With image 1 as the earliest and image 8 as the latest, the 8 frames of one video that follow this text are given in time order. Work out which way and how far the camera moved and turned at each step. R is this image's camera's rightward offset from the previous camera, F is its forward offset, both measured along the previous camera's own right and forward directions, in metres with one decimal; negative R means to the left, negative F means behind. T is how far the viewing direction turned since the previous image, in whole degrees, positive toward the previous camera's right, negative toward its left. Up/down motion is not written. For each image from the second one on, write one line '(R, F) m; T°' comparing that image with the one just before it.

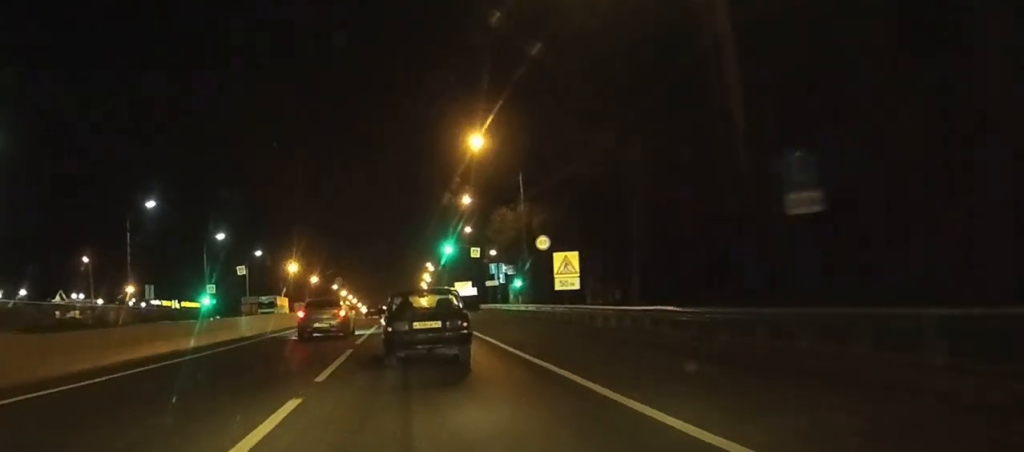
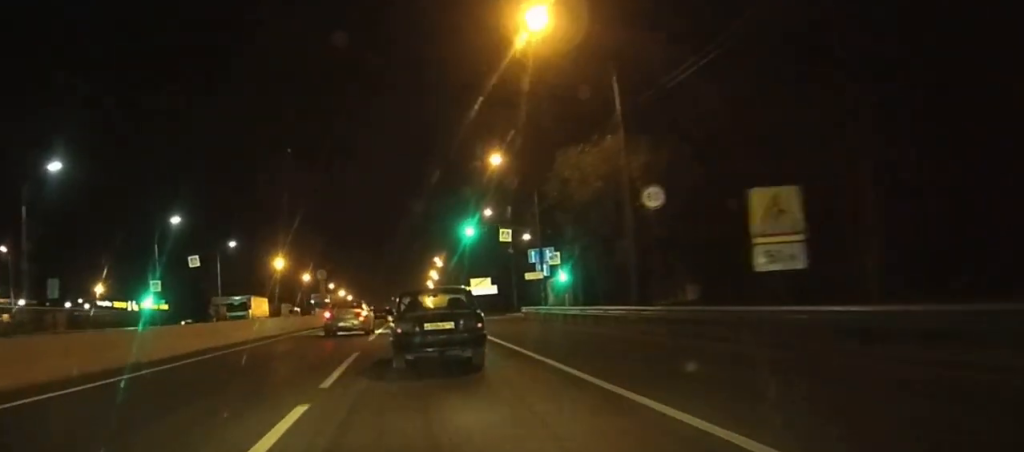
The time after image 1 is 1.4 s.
(0.0, +24.8) m; 0°
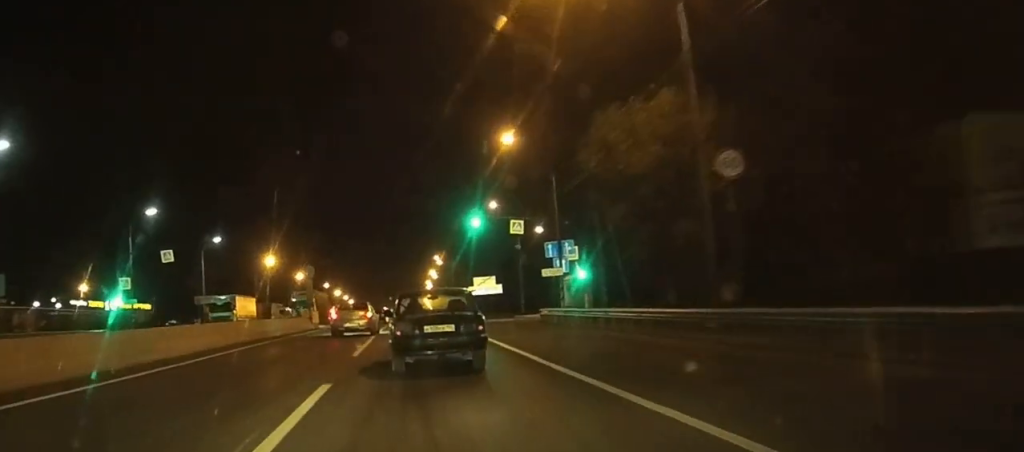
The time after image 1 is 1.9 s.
(0.0, +8.2) m; 0°
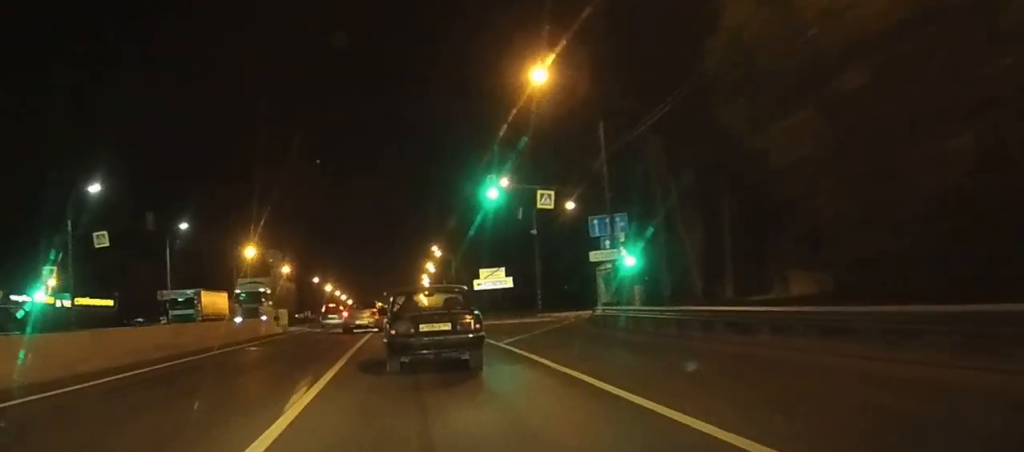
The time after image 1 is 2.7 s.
(0.0, +14.4) m; 0°
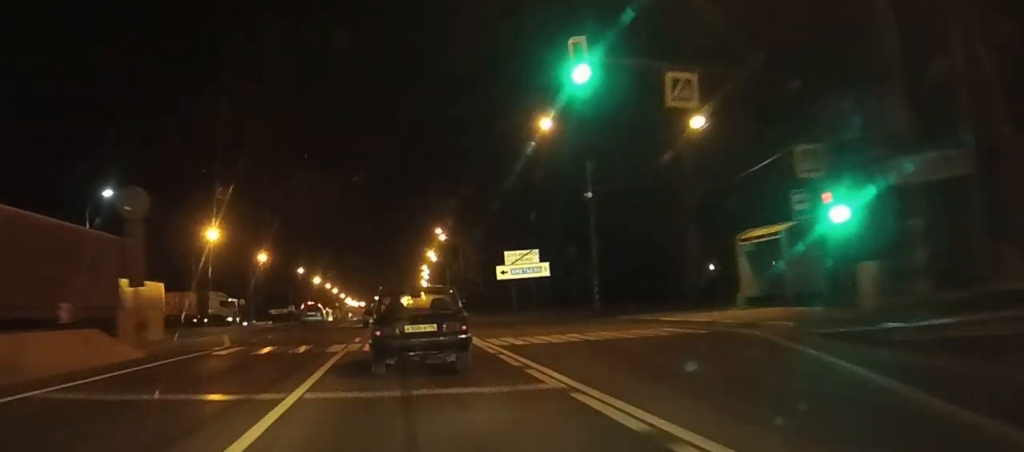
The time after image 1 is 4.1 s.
(+0.1, +24.2) m; 0°
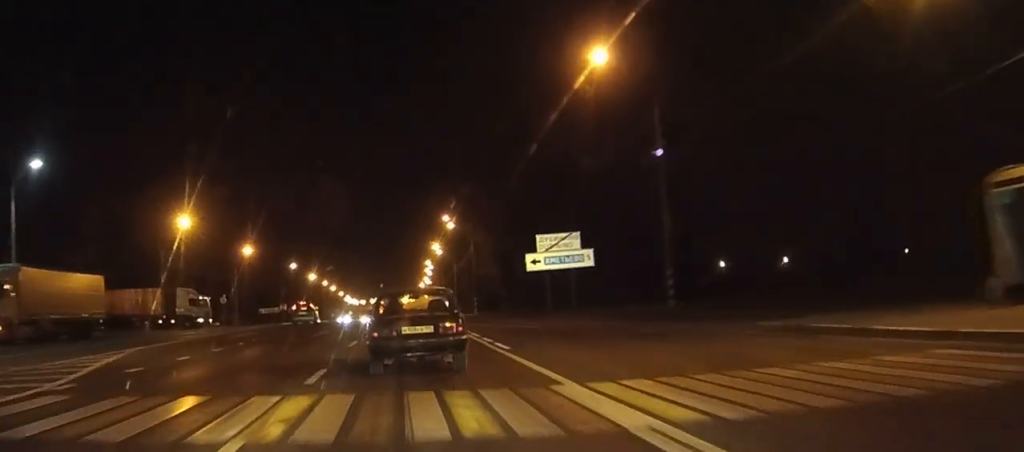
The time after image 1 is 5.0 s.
(0.0, +15.0) m; 0°
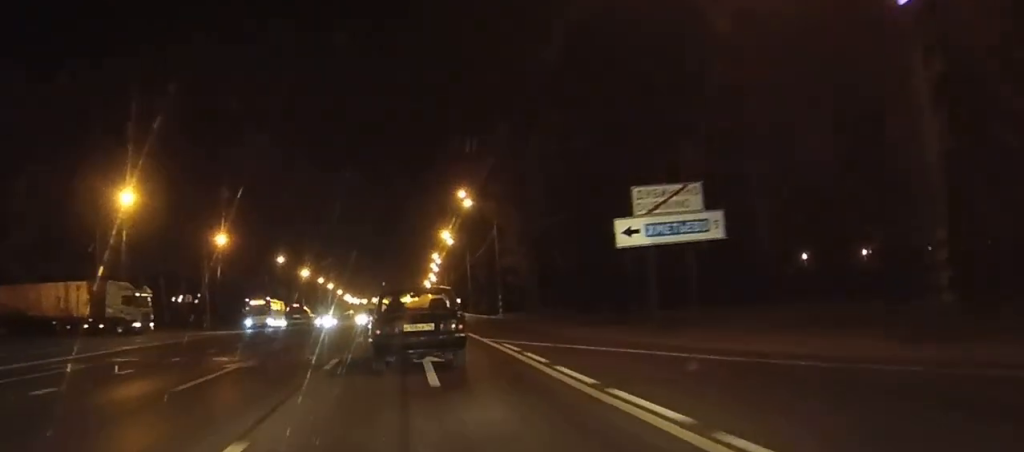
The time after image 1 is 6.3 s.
(0.0, +21.0) m; 0°
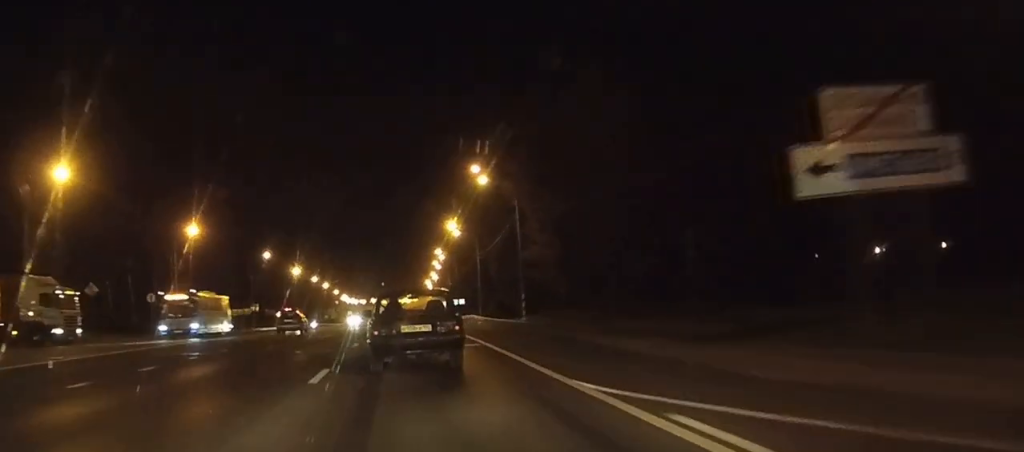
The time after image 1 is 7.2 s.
(0.0, +14.4) m; 0°
